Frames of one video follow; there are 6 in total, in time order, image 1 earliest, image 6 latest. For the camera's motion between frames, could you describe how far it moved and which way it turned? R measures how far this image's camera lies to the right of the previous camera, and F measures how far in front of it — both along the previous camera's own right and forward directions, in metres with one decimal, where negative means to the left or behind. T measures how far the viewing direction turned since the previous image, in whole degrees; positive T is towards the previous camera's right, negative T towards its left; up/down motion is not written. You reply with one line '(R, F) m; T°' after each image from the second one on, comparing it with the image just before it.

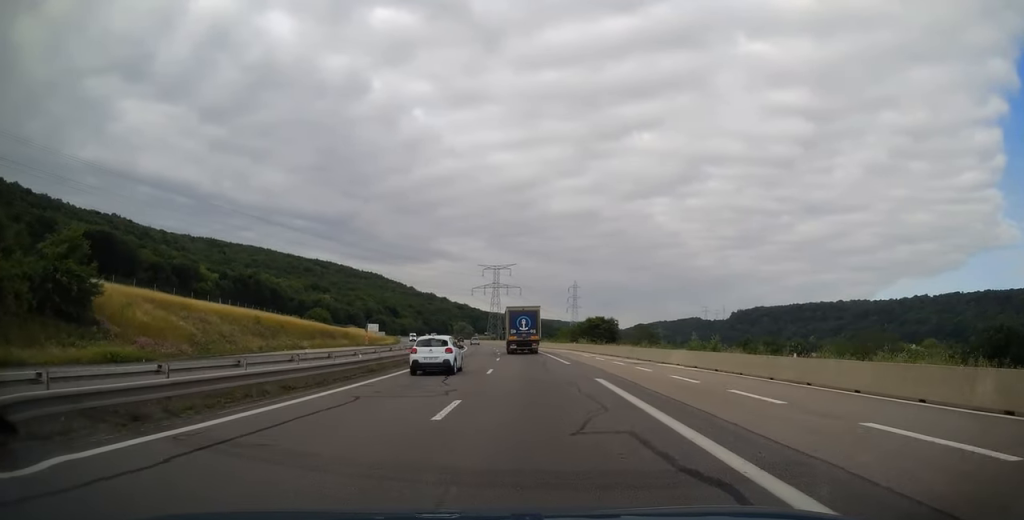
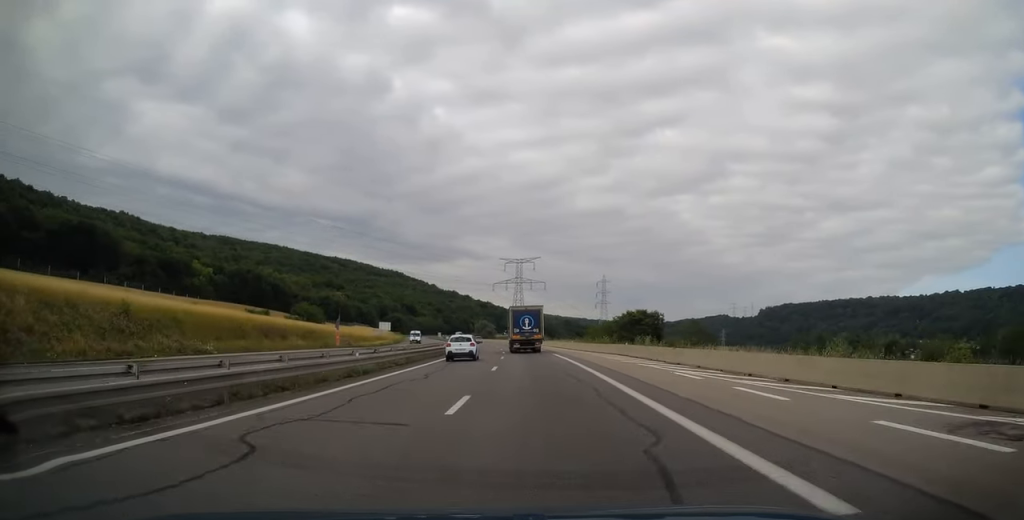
(-0.6, +25.8) m; -2°
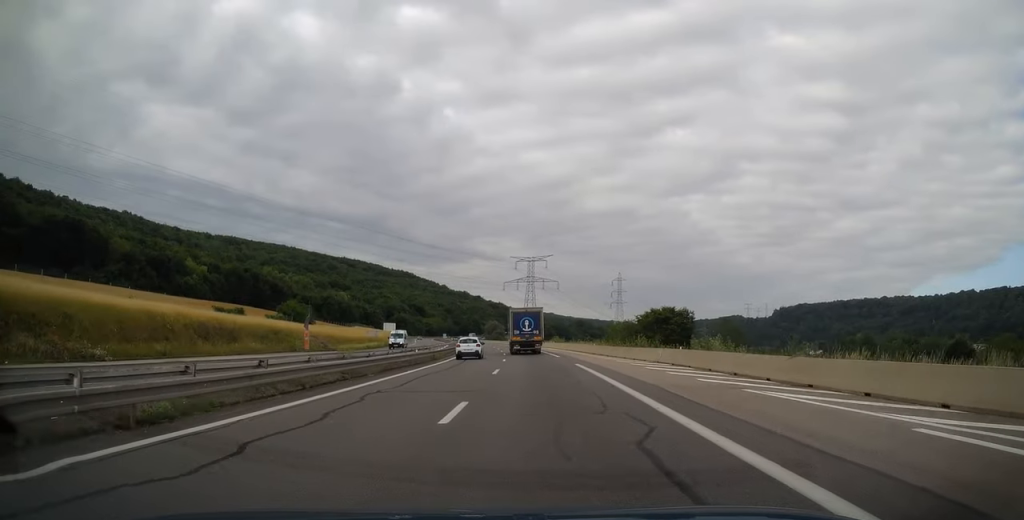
(-0.1, +14.1) m; 0°
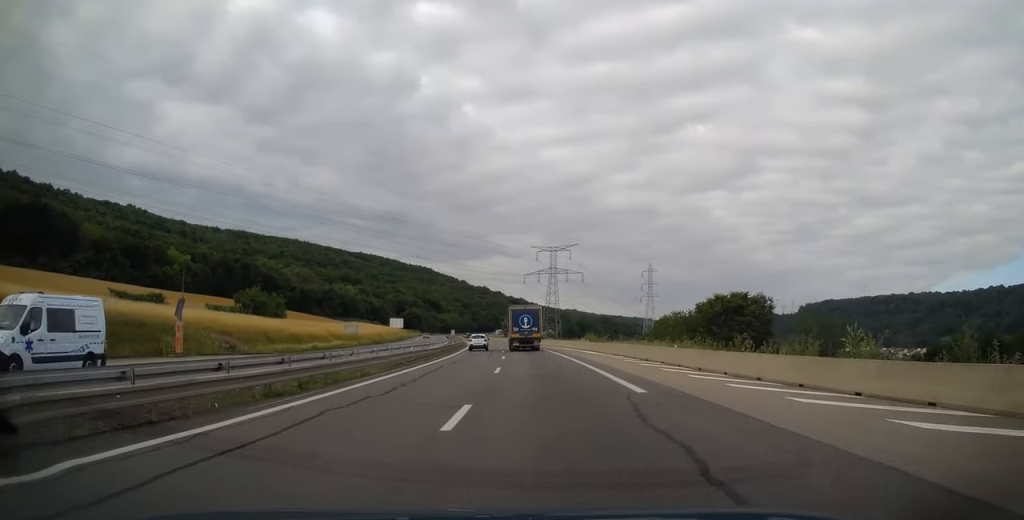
(-0.2, +27.0) m; -3°
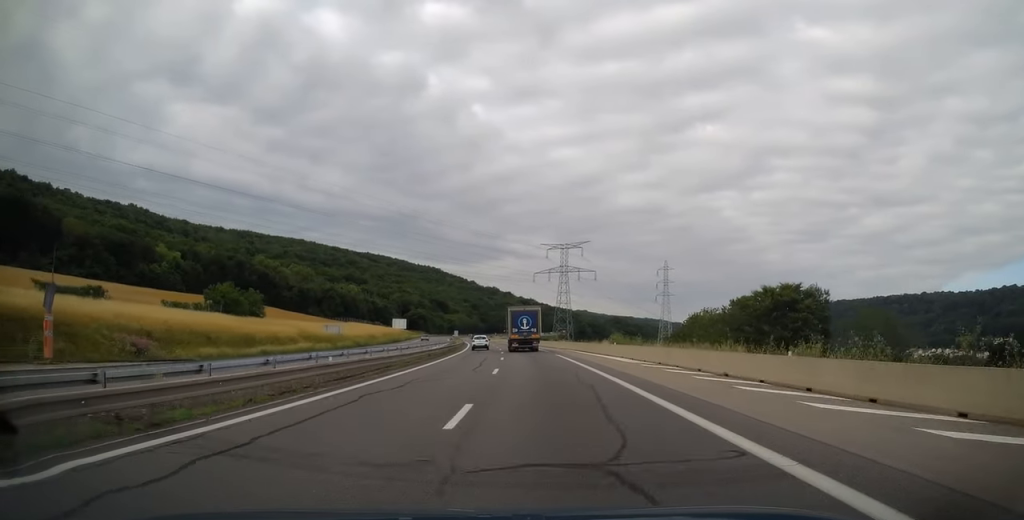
(-0.5, +13.0) m; -1°
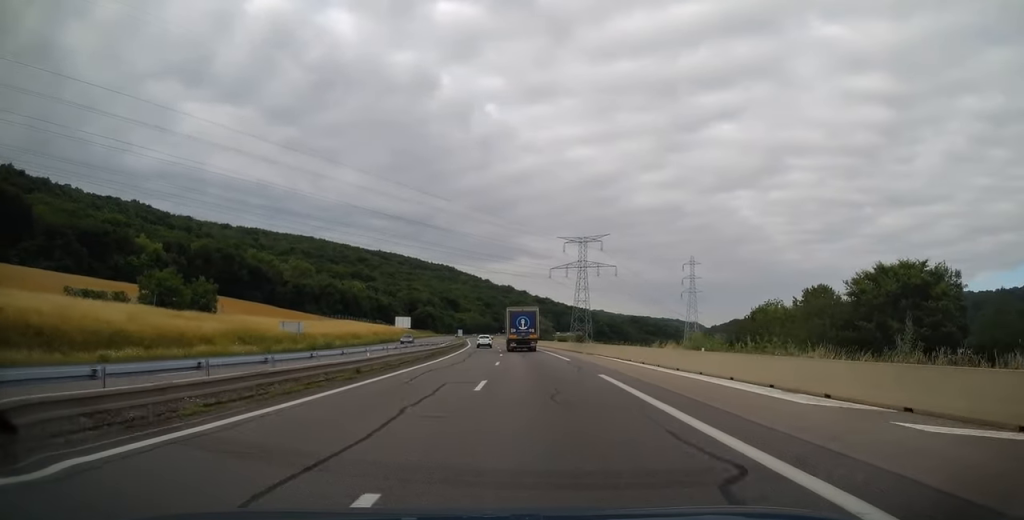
(-0.3, +19.8) m; -1°
